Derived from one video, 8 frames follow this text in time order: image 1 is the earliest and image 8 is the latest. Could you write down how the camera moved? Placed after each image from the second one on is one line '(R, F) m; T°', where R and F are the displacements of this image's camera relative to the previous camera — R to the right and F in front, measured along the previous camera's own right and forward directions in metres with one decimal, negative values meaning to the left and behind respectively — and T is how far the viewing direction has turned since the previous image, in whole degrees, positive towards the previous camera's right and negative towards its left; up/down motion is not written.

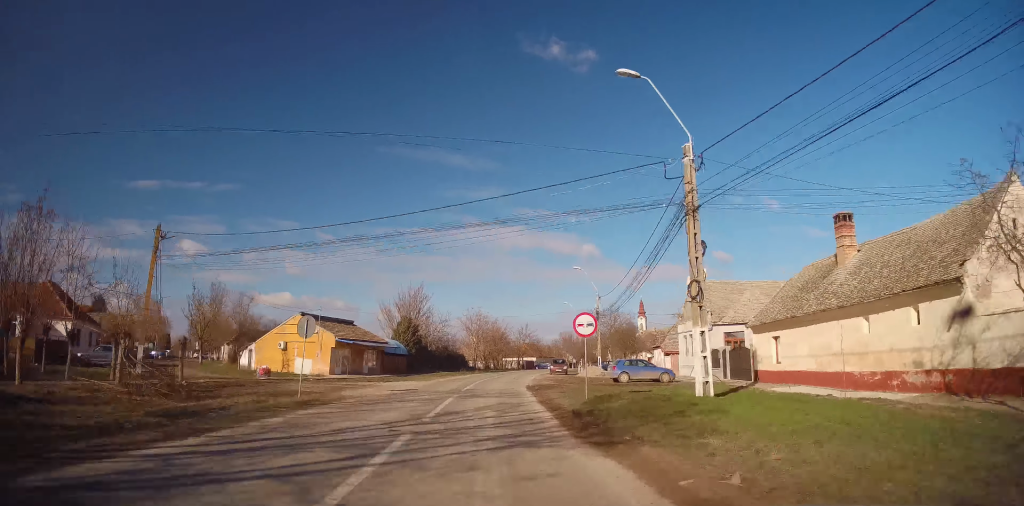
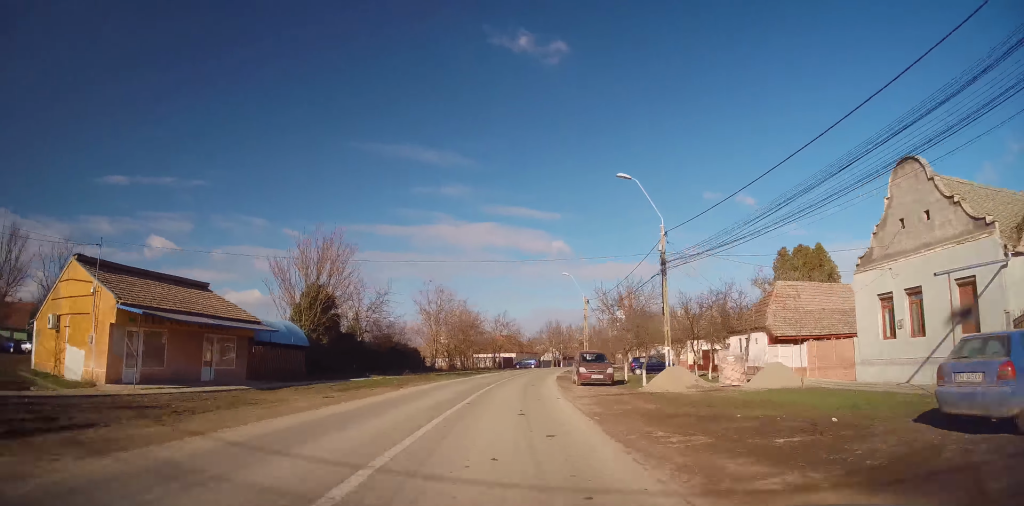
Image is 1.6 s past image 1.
(+0.2, +27.3) m; +3°
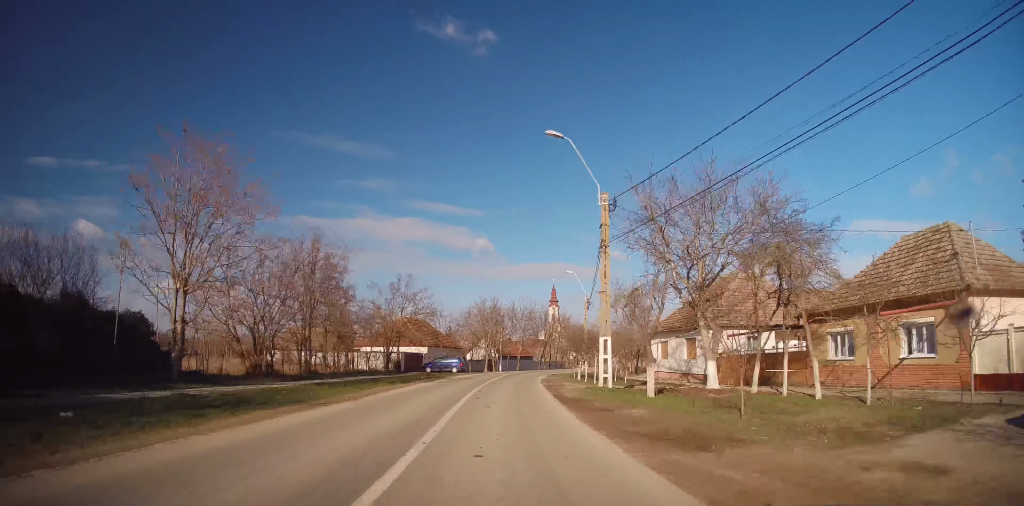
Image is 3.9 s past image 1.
(+2.8, +38.4) m; +8°
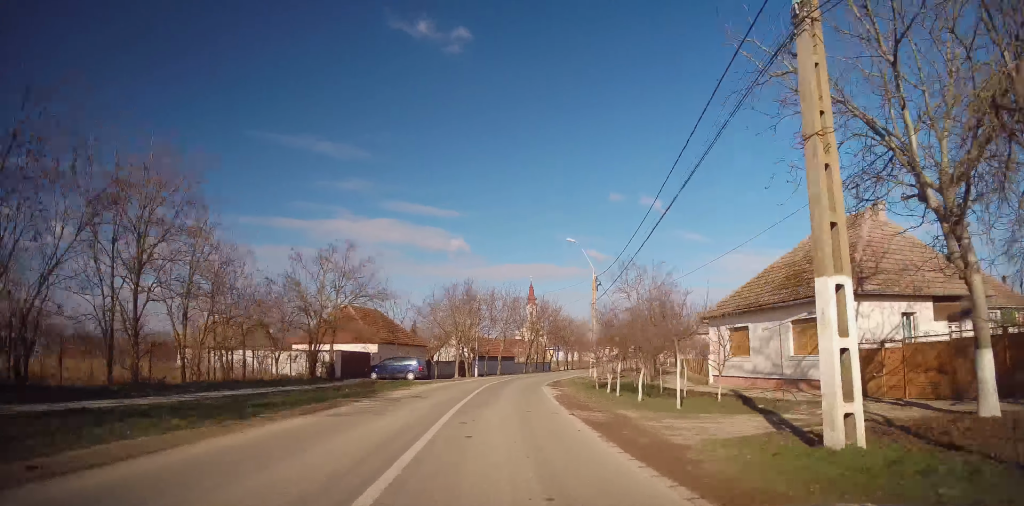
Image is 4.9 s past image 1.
(+0.6, +16.8) m; +4°
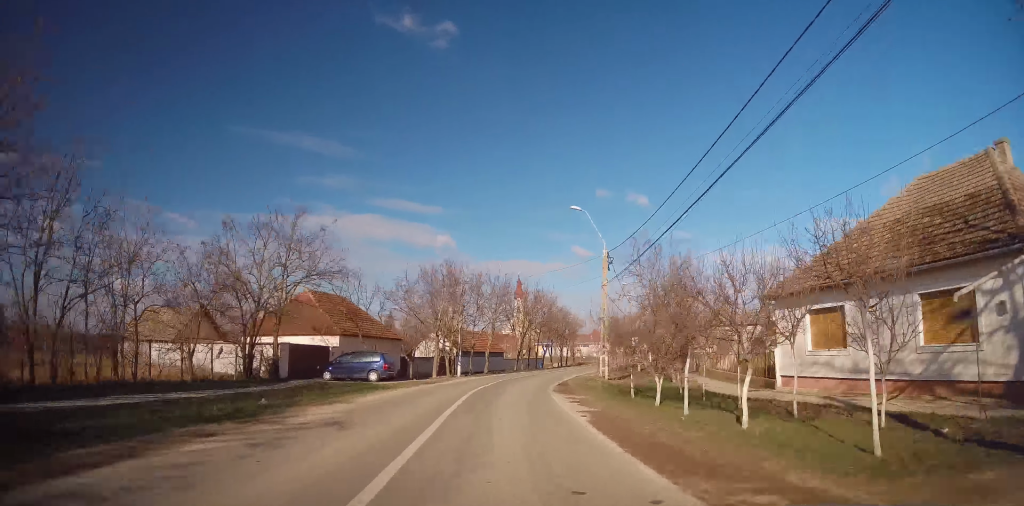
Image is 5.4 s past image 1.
(+0.2, +8.3) m; +2°
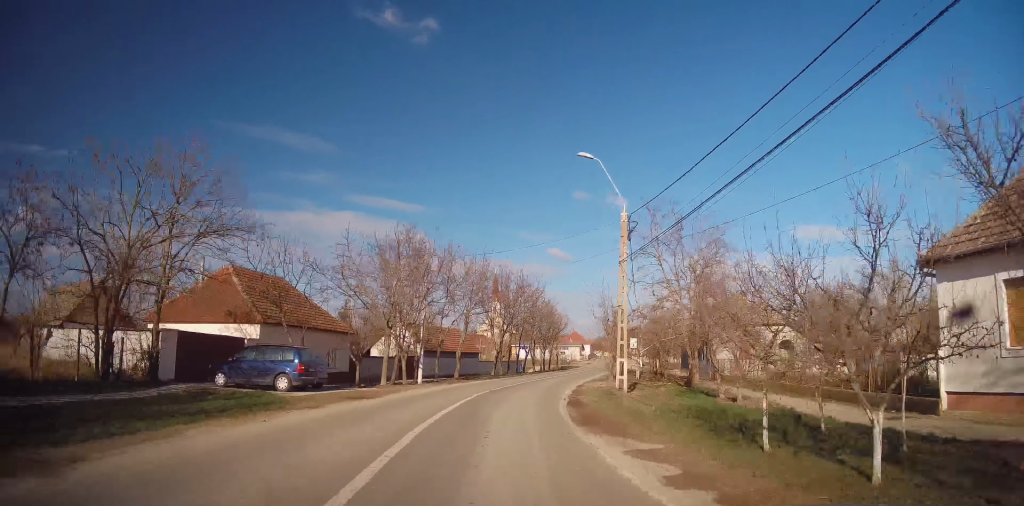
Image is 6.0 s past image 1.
(+0.2, +10.1) m; +2°
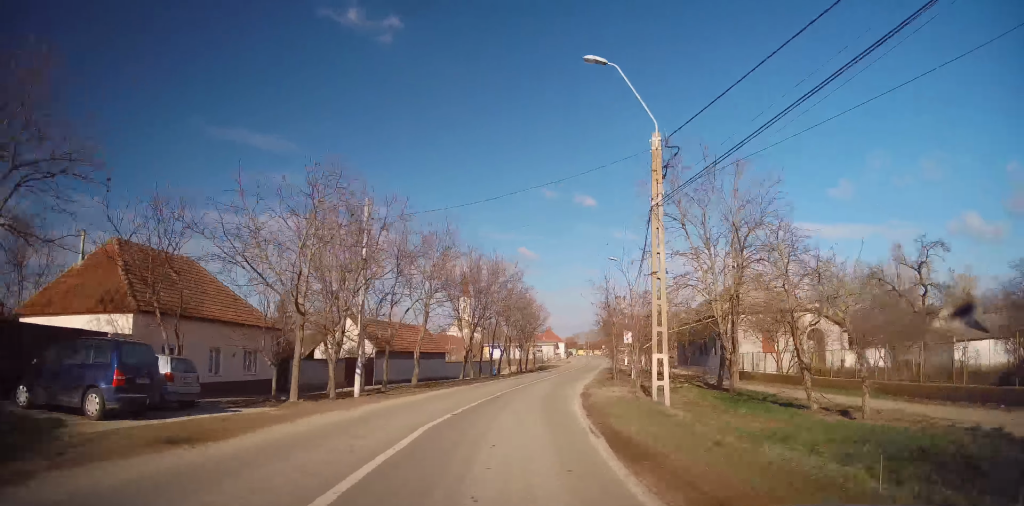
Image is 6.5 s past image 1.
(0.0, +9.0) m; +2°
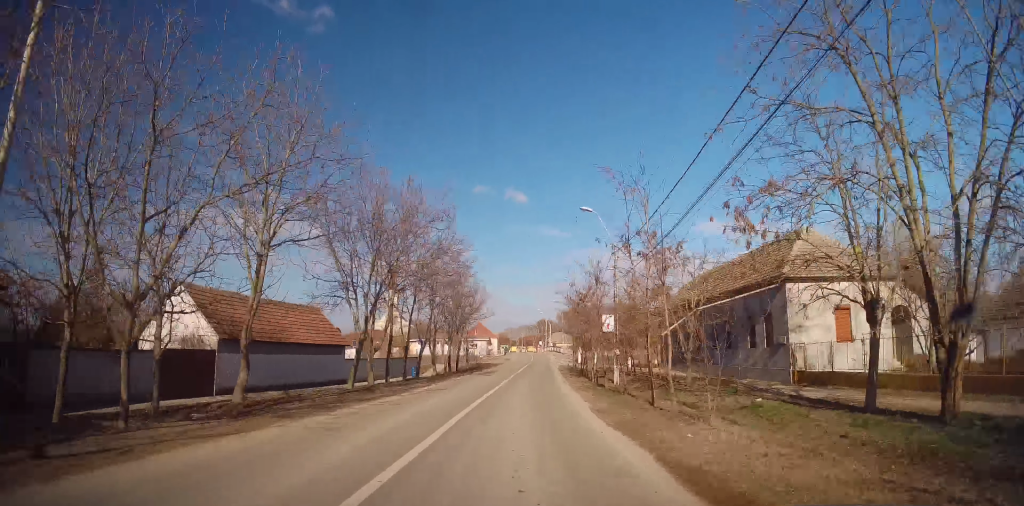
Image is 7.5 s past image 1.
(+0.6, +15.8) m; +5°
